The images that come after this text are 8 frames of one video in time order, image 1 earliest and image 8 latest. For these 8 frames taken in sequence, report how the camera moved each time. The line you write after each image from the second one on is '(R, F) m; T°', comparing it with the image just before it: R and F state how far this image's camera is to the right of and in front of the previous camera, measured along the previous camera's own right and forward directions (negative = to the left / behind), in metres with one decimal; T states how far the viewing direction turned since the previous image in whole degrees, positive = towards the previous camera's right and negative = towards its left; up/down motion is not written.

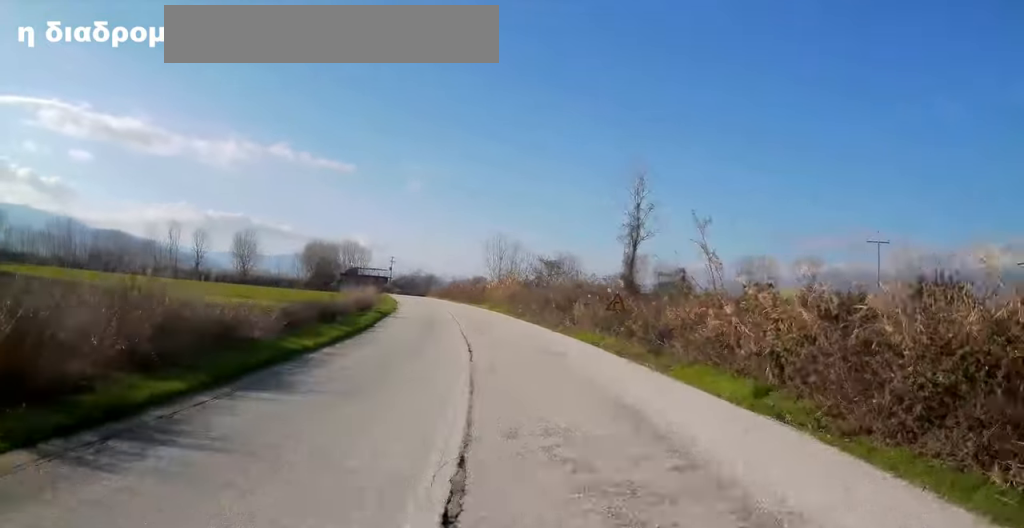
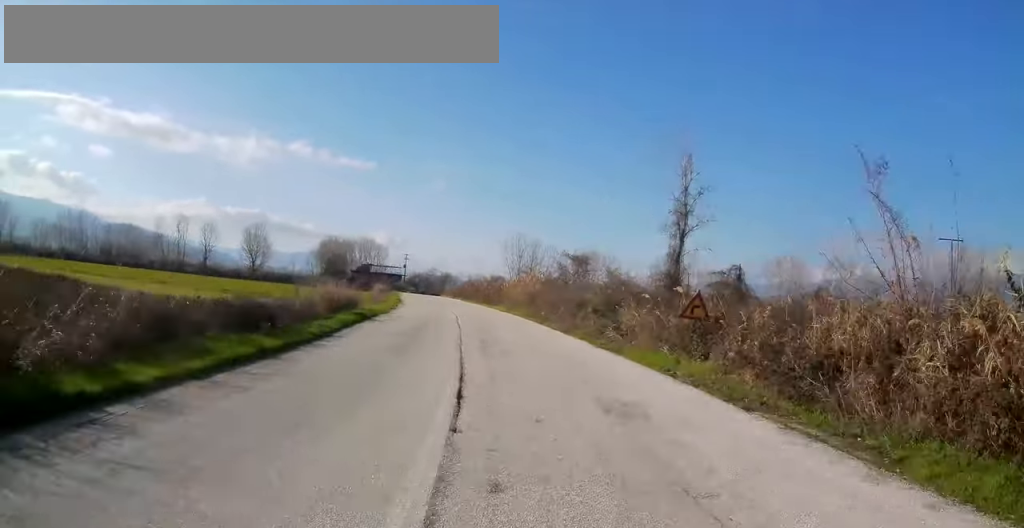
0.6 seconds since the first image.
(+0.1, +8.3) m; -2°
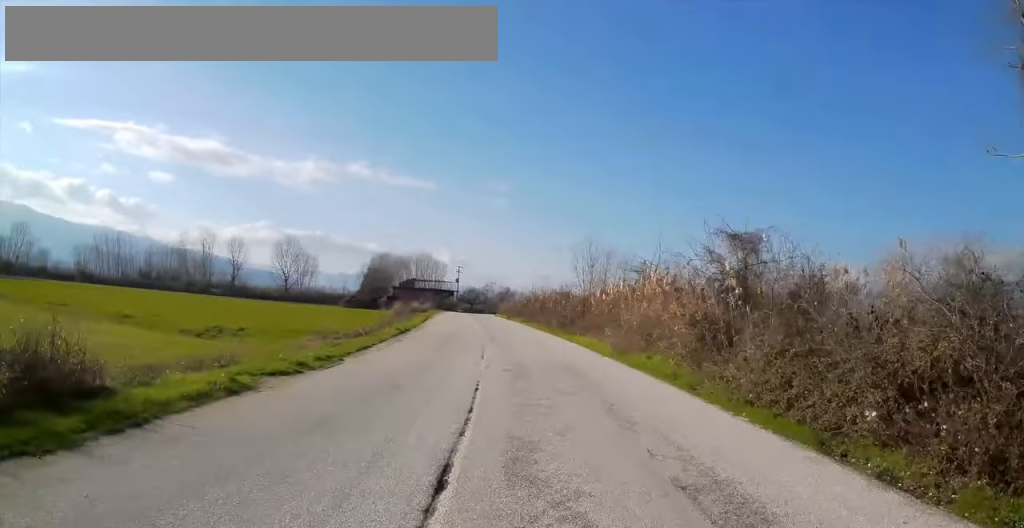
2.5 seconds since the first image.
(-1.4, +26.2) m; -6°
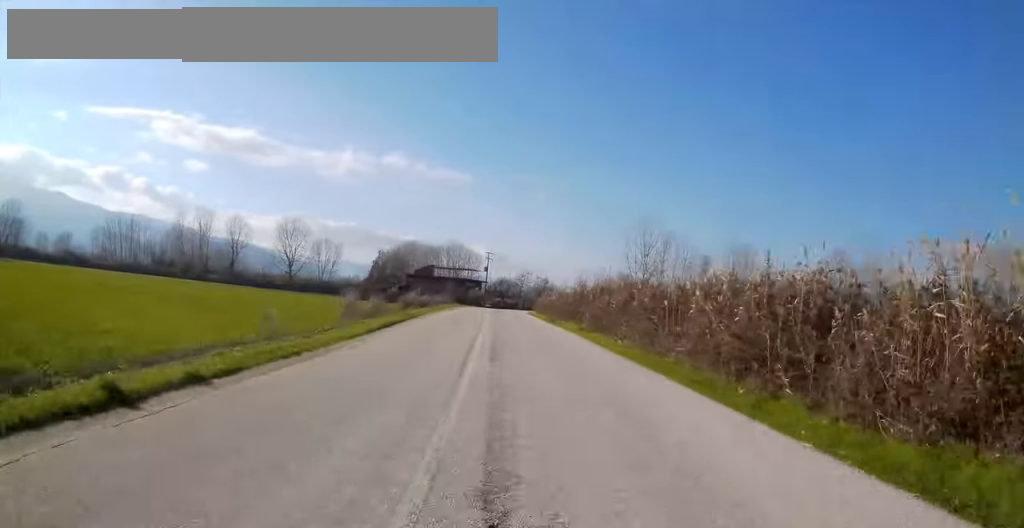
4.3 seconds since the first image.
(-1.2, +24.8) m; -3°
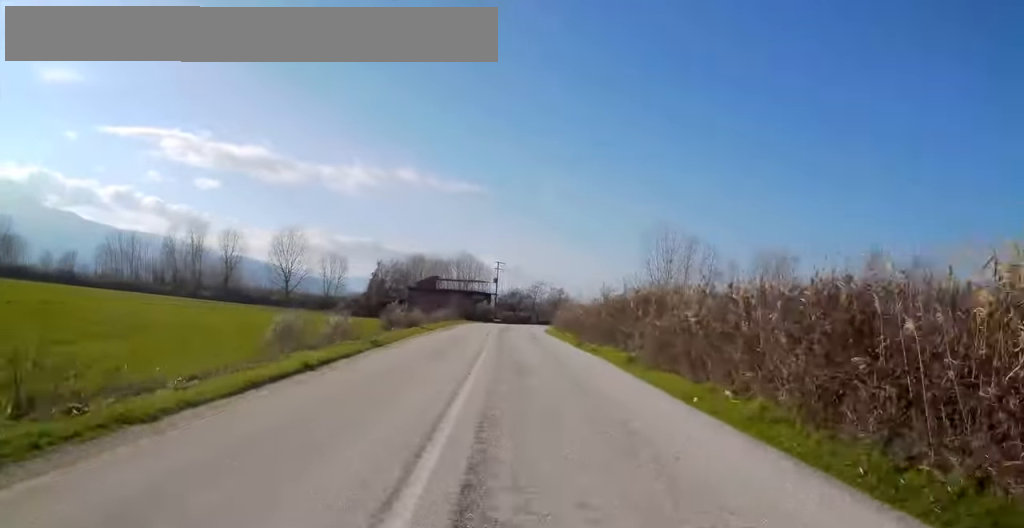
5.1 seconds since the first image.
(0.0, +10.6) m; -1°
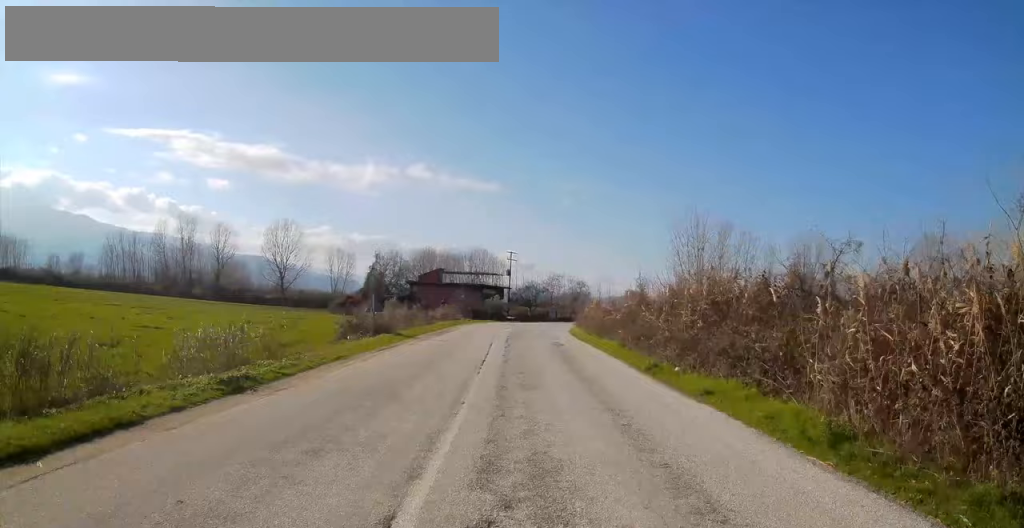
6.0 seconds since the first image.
(-0.1, +12.5) m; -2°
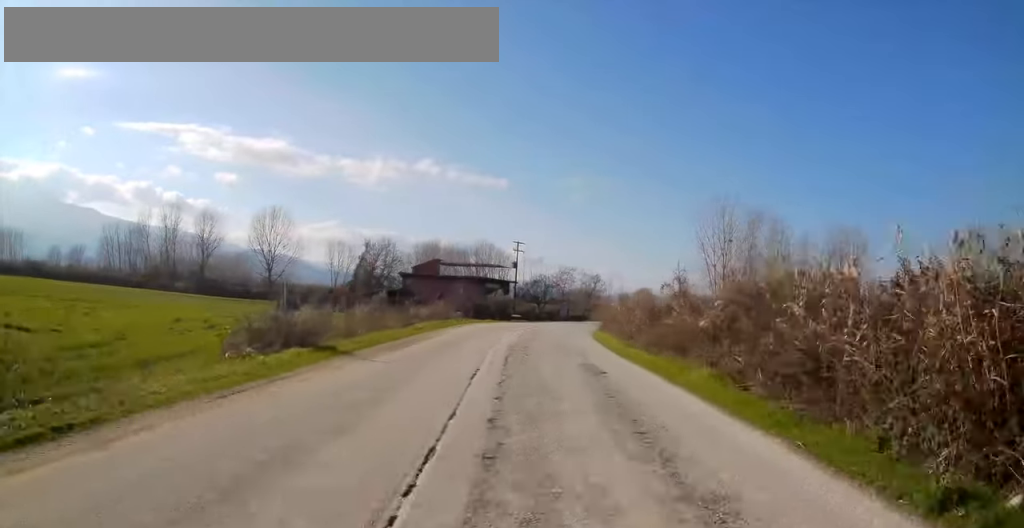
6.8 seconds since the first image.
(-0.2, +11.1) m; -1°
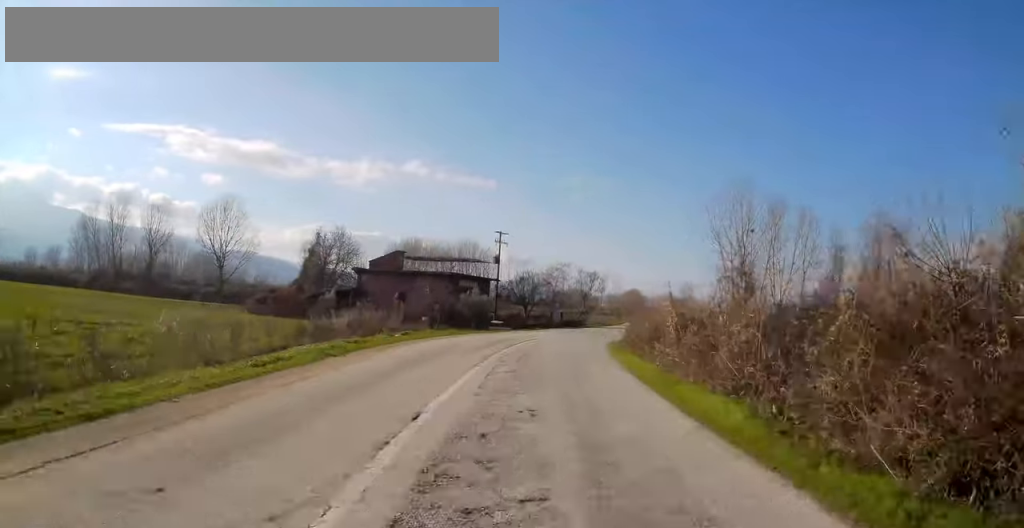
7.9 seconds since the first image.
(+0.2, +15.7) m; +3°
